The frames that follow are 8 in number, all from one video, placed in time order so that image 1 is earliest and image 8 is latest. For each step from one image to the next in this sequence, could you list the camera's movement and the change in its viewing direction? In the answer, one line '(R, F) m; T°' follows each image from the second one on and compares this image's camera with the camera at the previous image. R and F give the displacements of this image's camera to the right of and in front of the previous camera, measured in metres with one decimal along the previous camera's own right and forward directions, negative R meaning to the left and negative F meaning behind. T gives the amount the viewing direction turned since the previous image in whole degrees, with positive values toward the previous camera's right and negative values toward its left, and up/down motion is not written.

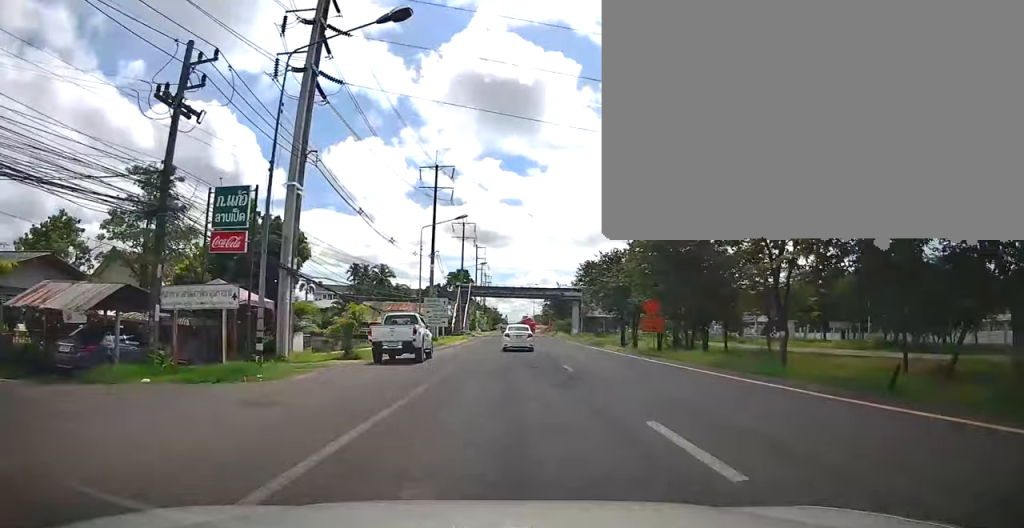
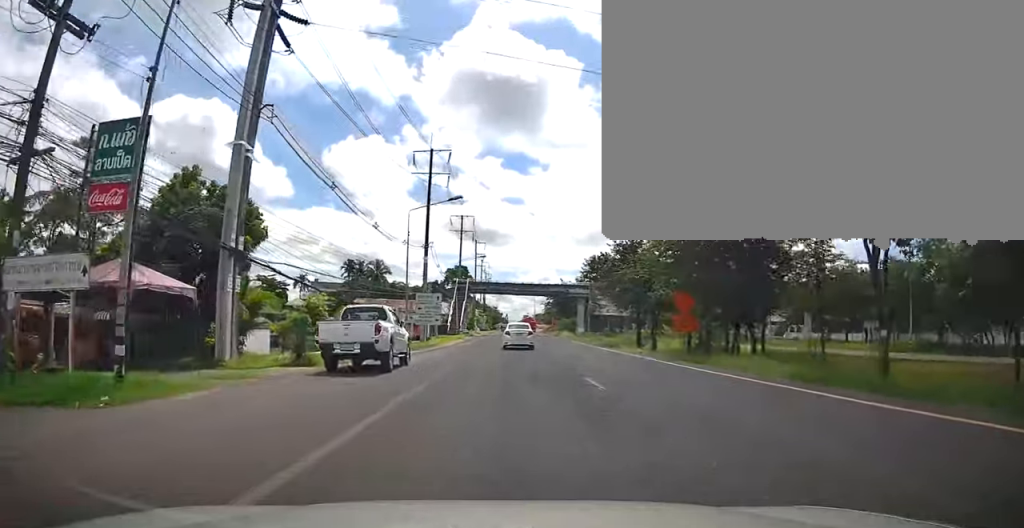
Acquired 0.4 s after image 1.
(+0.2, +5.7) m; +2°
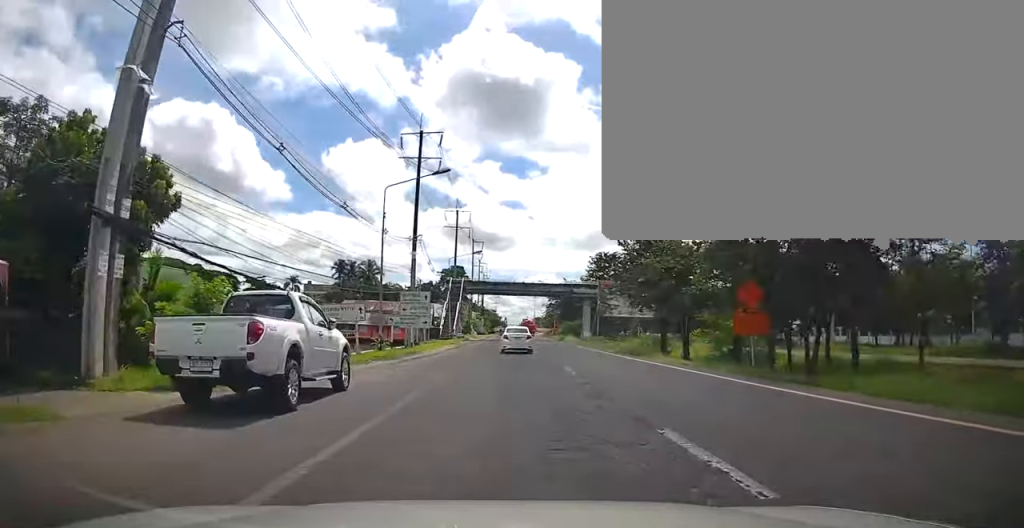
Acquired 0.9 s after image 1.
(+0.1, +7.0) m; +2°
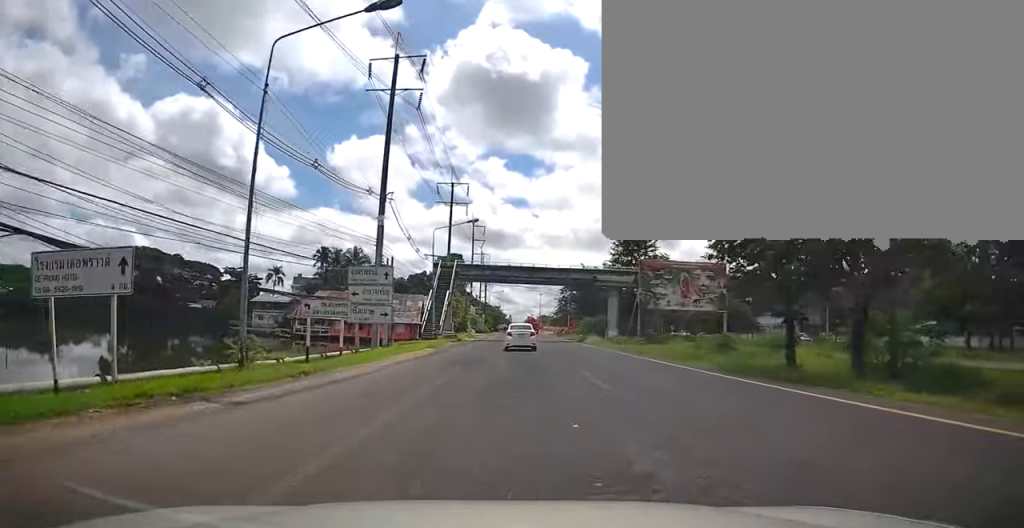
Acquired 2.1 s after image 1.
(+0.3, +15.4) m; -1°
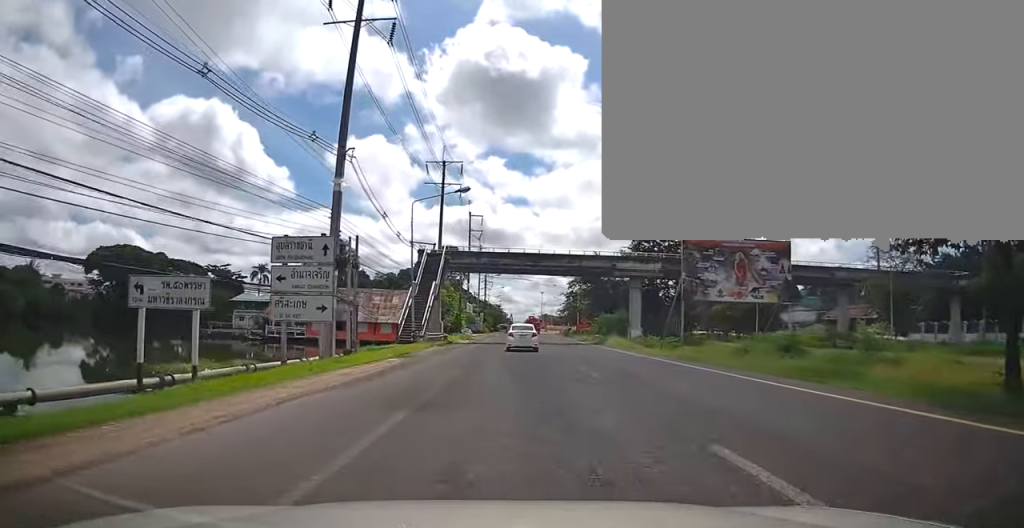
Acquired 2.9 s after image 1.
(-0.4, +9.8) m; -1°
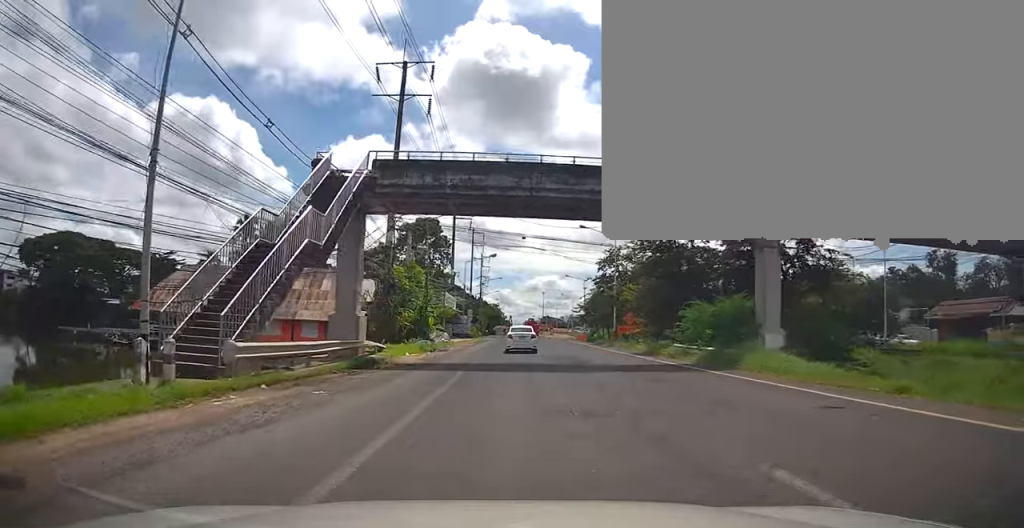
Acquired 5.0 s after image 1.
(-0.6, +25.4) m; -2°
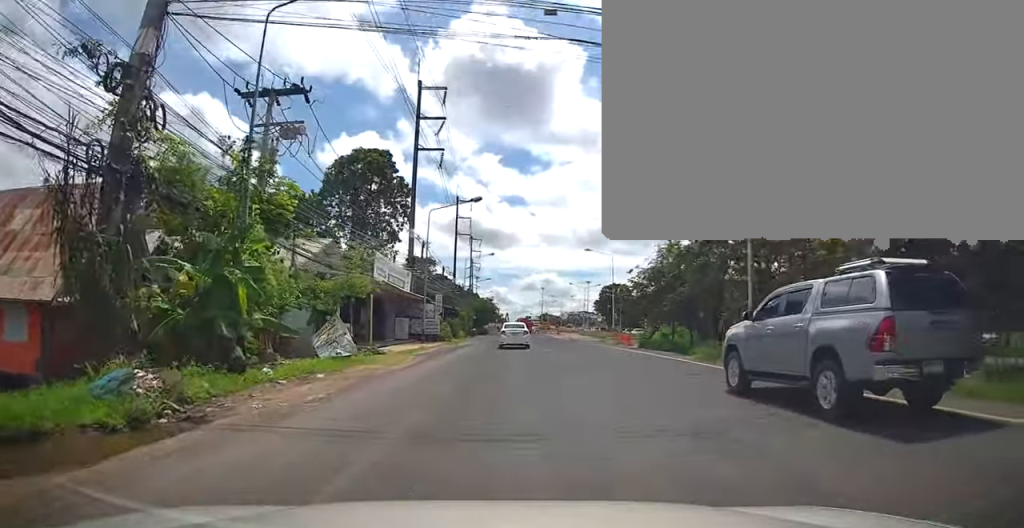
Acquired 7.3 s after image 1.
(+1.2, +26.6) m; +4°
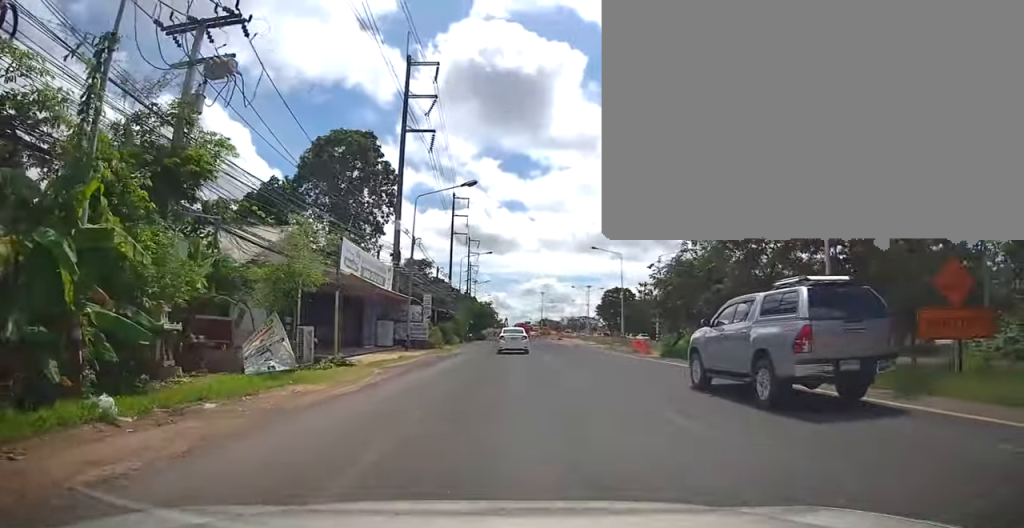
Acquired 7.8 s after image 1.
(+0.3, +5.1) m; 0°
